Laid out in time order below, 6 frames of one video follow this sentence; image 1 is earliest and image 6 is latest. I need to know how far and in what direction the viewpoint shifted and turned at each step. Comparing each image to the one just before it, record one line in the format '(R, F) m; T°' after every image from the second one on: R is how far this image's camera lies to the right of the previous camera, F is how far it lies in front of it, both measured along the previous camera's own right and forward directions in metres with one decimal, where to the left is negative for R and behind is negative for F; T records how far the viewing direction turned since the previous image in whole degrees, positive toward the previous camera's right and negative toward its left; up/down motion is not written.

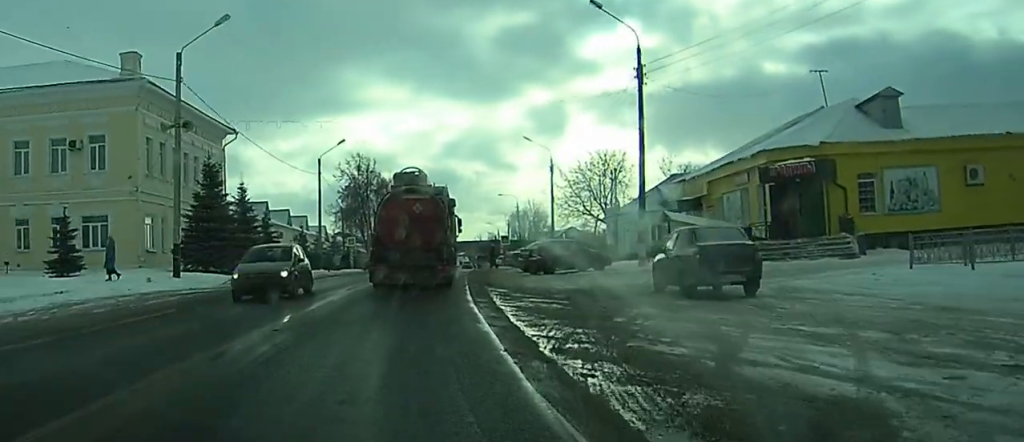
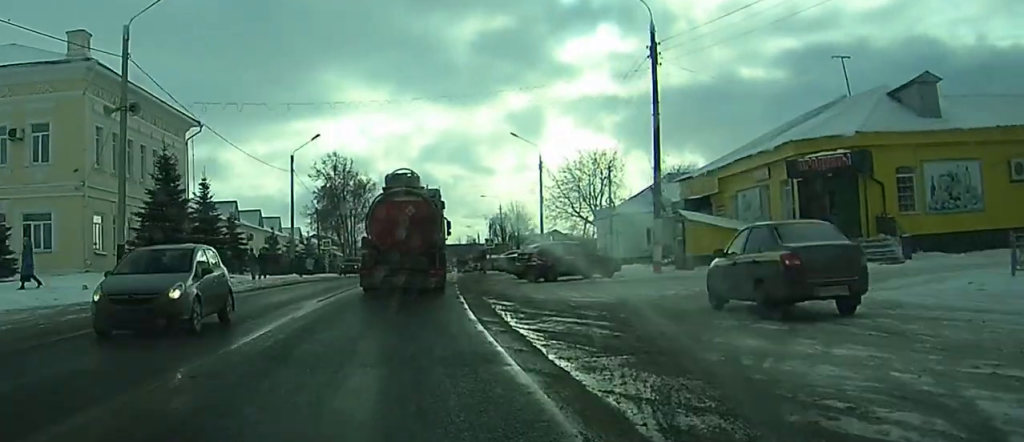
(0.0, +4.6) m; +3°
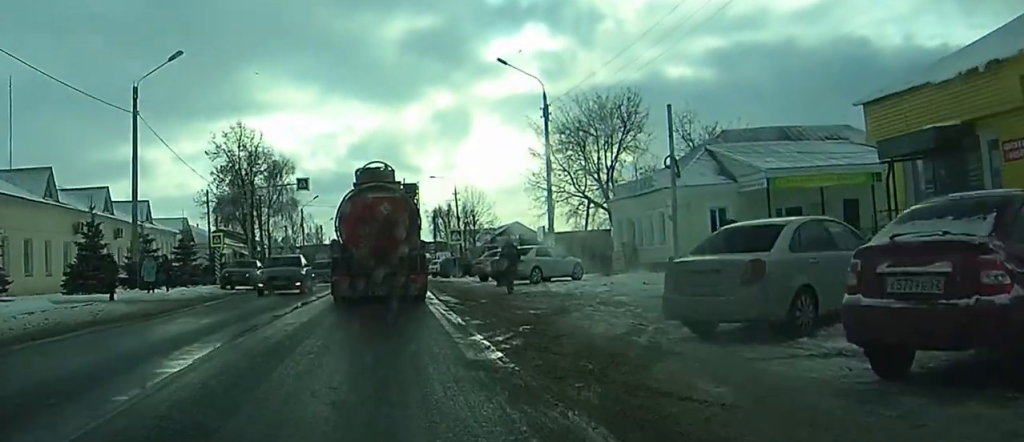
(+4.2, +32.8) m; +12°
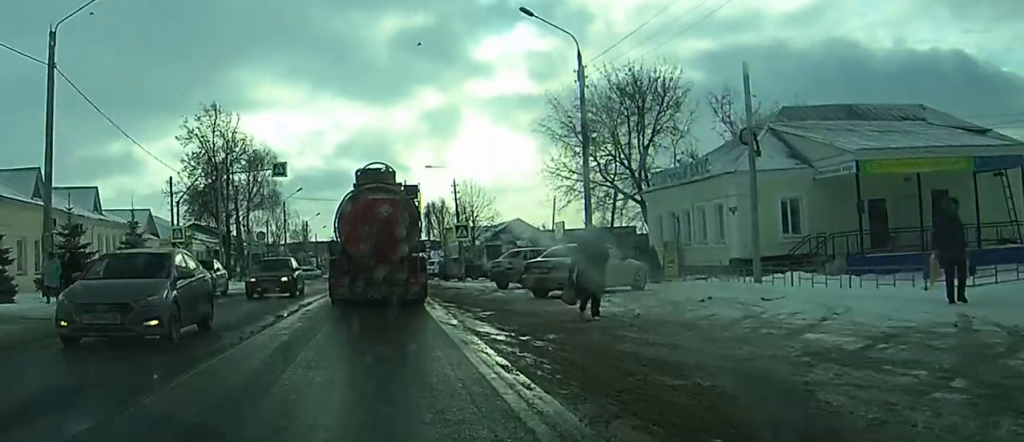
(+0.4, +13.5) m; +2°
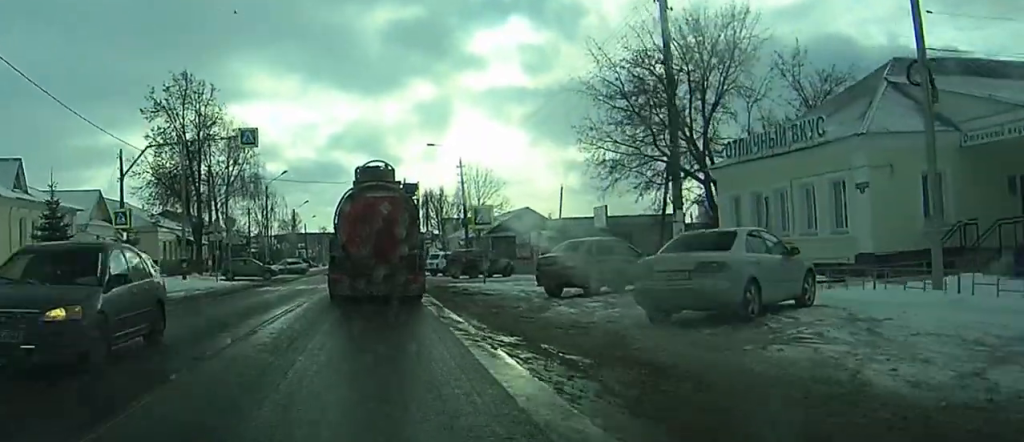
(+0.1, +14.6) m; -2°
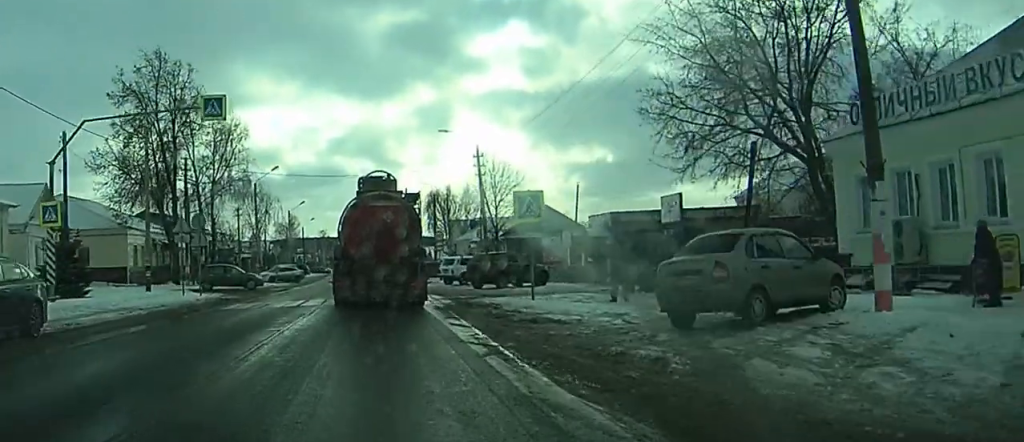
(-0.4, +10.5) m; -3°
